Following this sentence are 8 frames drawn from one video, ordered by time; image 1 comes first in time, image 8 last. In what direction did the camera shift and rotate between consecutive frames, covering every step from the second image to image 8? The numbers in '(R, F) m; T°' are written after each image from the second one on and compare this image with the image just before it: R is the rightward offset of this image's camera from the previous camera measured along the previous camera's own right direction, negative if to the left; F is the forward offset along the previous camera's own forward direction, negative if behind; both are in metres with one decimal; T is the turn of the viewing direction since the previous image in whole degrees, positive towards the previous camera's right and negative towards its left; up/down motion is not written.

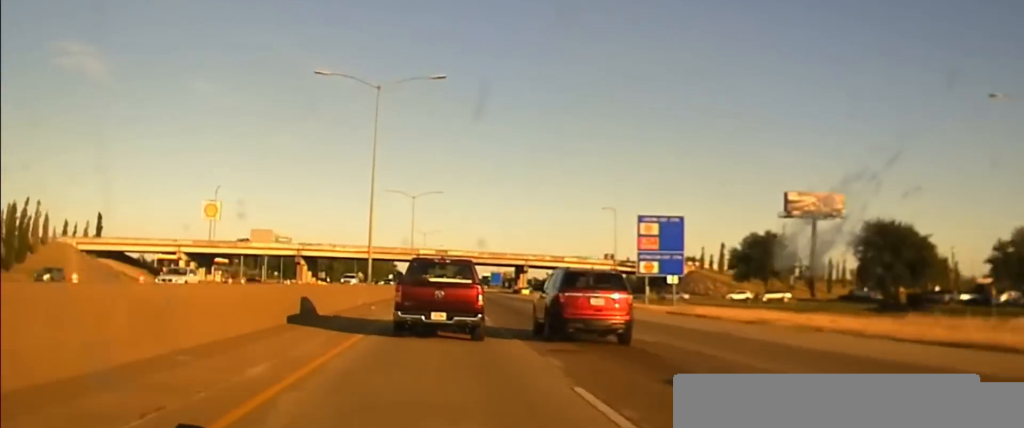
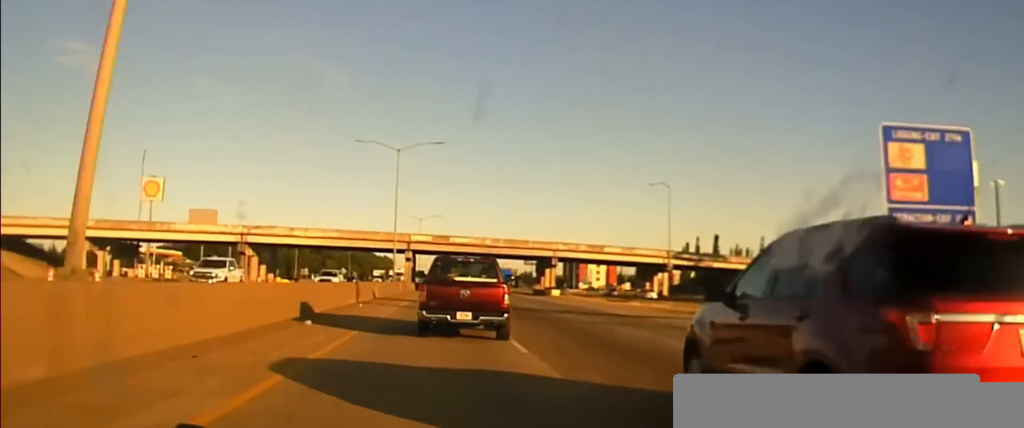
(-0.1, +45.1) m; 0°
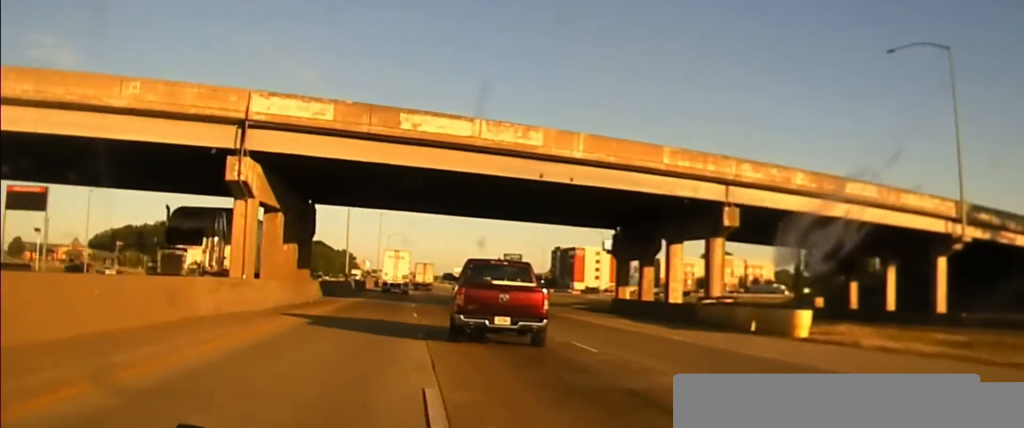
(+1.9, +83.8) m; +3°
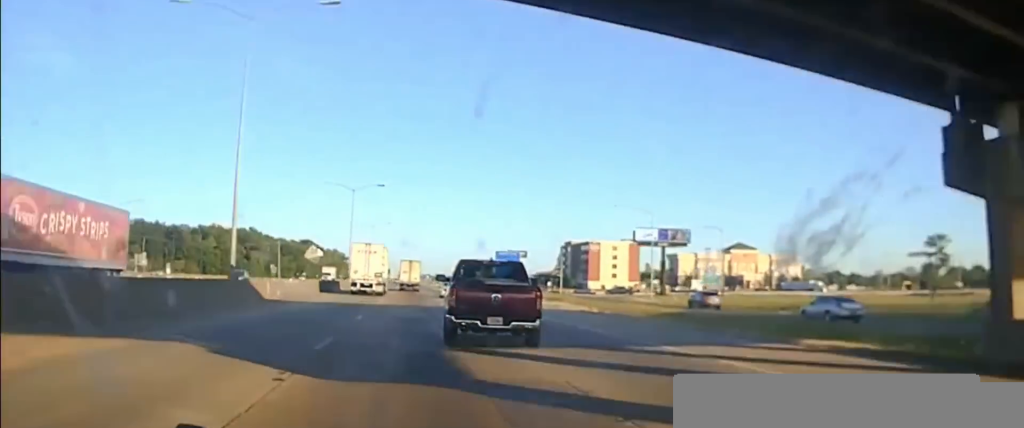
(+0.5, +40.5) m; +1°
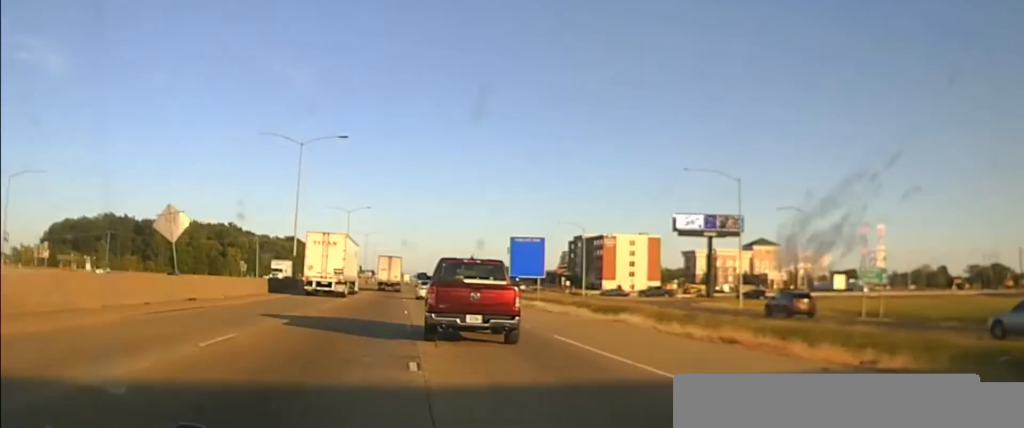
(0.0, +37.2) m; -1°
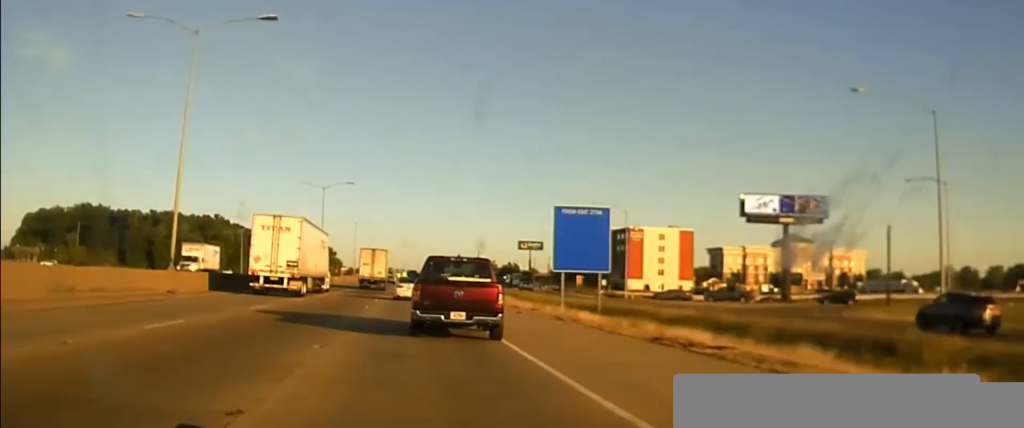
(-0.6, +32.6) m; -1°
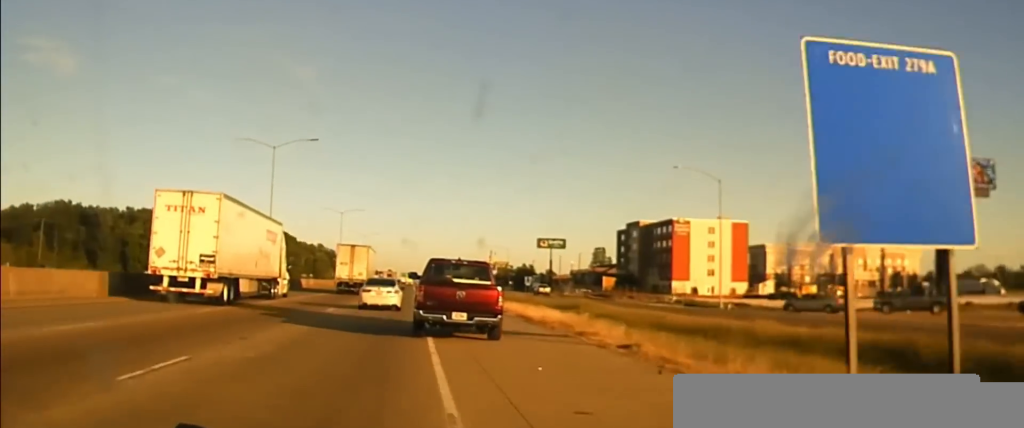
(-0.6, +40.6) m; -1°
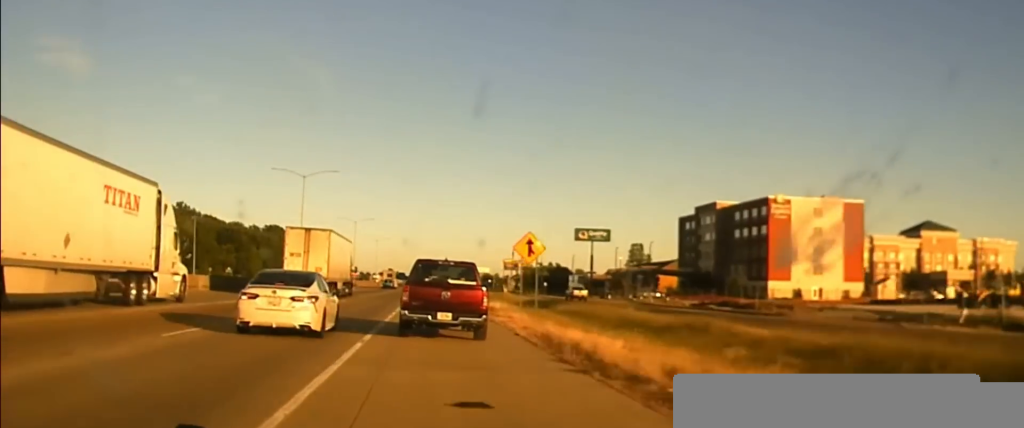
(-0.2, +51.9) m; 0°
